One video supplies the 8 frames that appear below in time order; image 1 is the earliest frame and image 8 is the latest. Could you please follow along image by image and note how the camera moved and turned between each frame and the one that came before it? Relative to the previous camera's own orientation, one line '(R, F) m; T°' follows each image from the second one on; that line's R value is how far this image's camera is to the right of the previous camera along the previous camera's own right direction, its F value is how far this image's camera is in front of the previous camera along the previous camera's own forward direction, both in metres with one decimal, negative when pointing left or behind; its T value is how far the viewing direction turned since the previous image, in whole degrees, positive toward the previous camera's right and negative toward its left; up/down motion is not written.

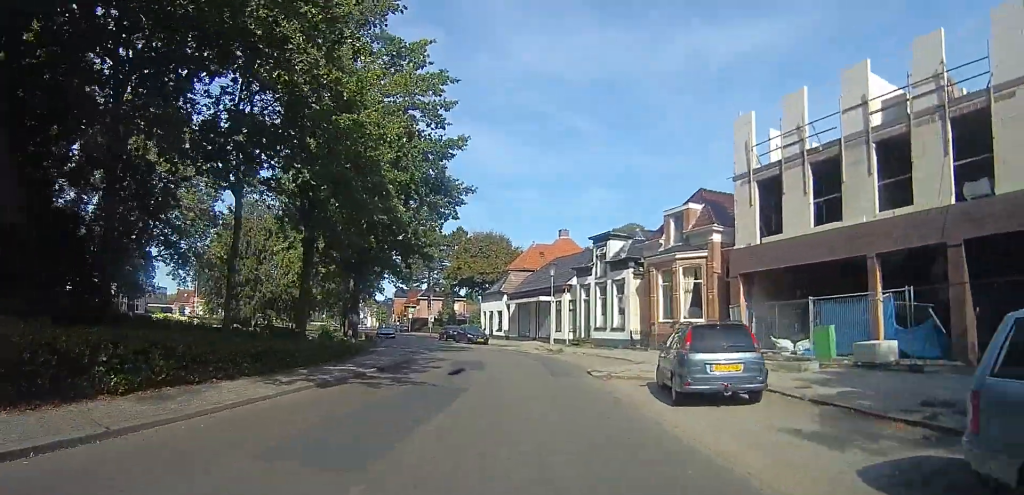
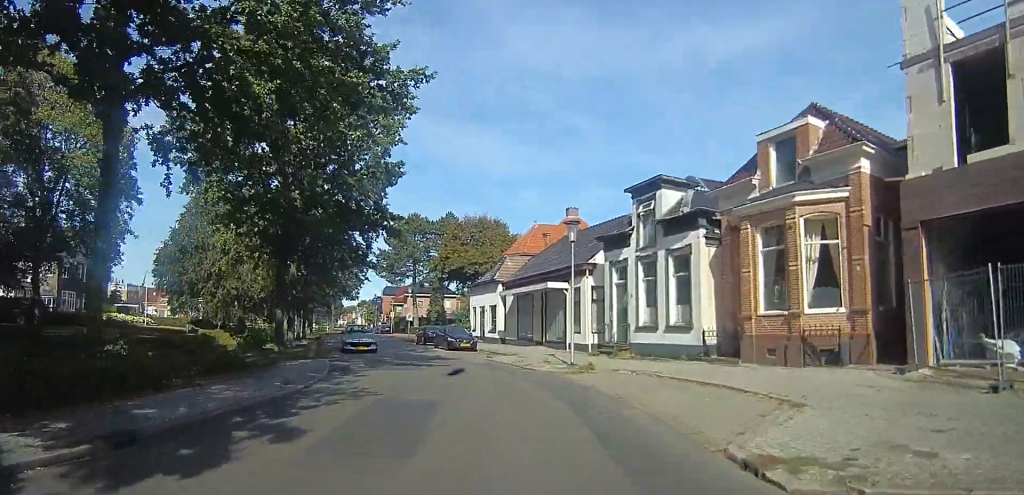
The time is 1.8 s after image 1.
(0.0, +10.1) m; 0°
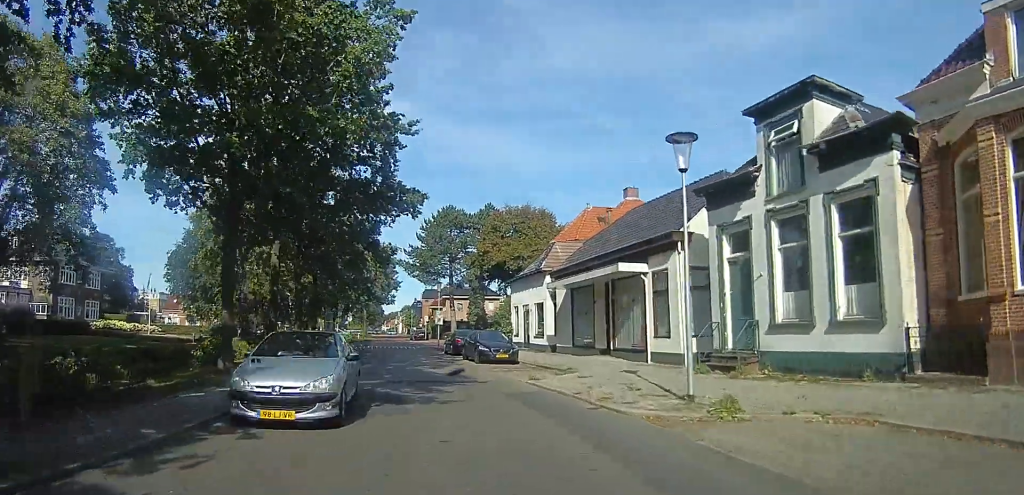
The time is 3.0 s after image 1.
(0.0, +7.4) m; 0°
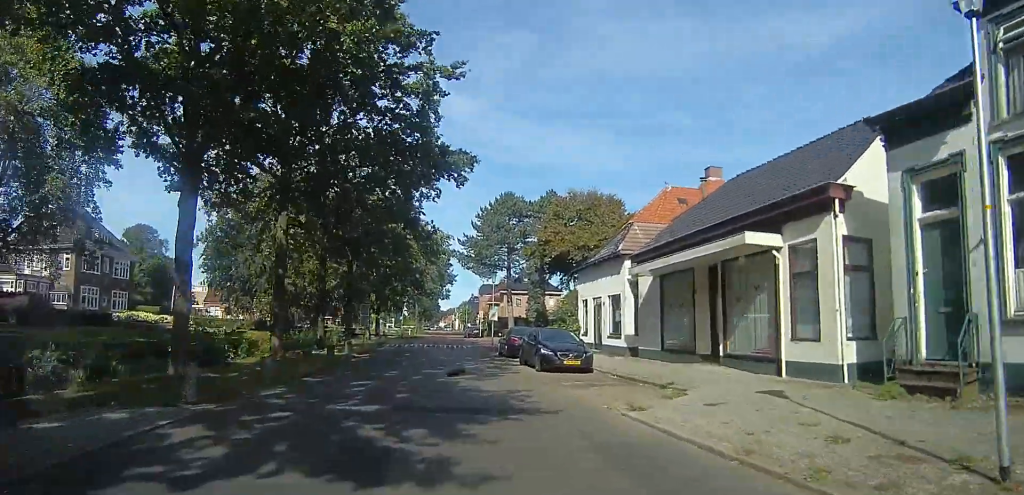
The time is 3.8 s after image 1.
(0.0, +5.1) m; 0°
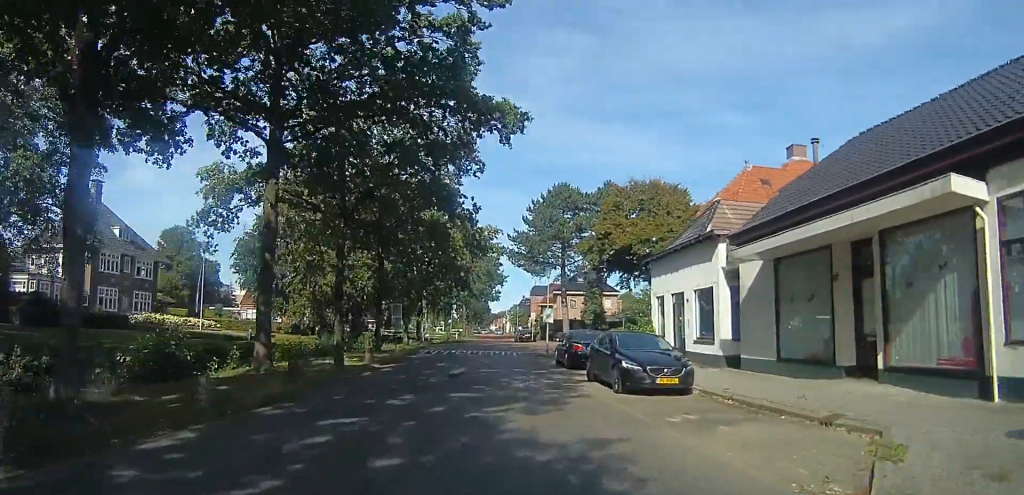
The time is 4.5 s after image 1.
(0.0, +4.6) m; -2°
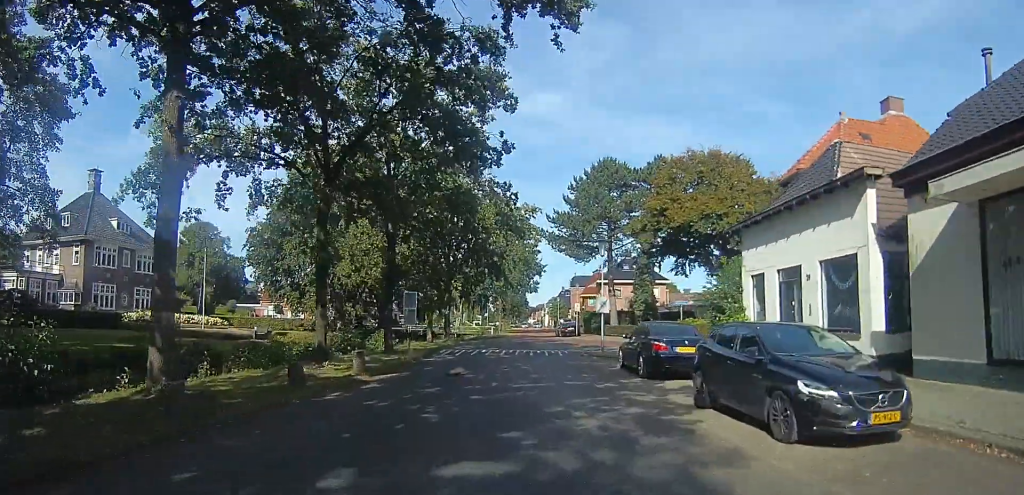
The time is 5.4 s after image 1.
(-0.2, +5.6) m; -2°
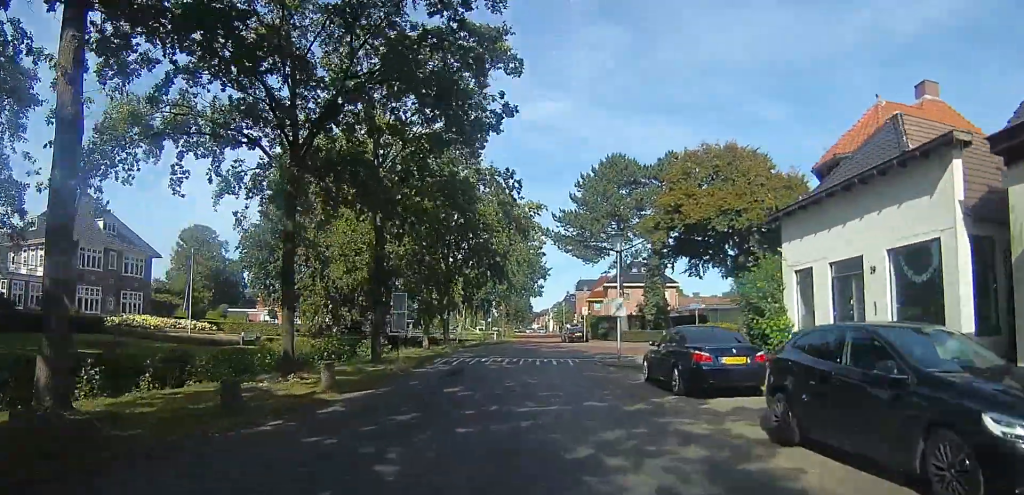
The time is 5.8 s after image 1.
(0.0, +2.4) m; -1°
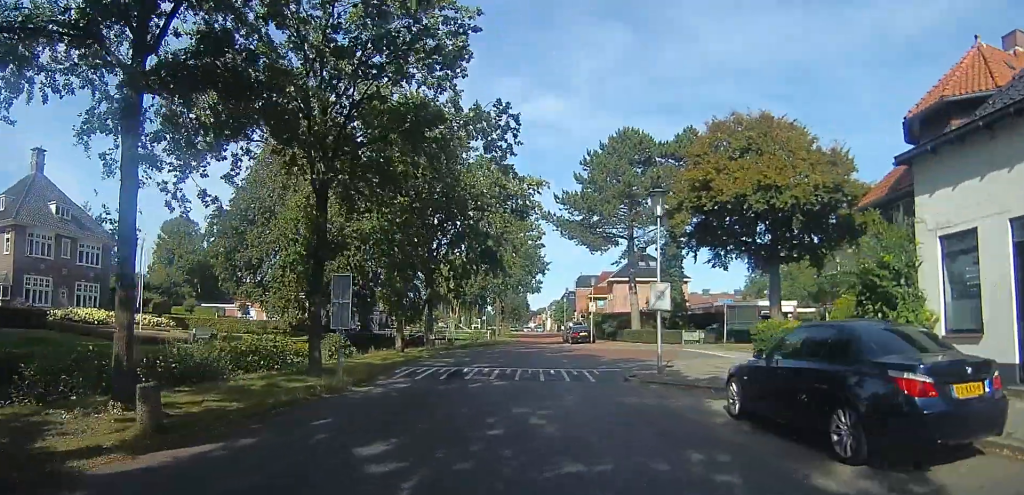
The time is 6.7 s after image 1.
(0.0, +5.6) m; 0°
